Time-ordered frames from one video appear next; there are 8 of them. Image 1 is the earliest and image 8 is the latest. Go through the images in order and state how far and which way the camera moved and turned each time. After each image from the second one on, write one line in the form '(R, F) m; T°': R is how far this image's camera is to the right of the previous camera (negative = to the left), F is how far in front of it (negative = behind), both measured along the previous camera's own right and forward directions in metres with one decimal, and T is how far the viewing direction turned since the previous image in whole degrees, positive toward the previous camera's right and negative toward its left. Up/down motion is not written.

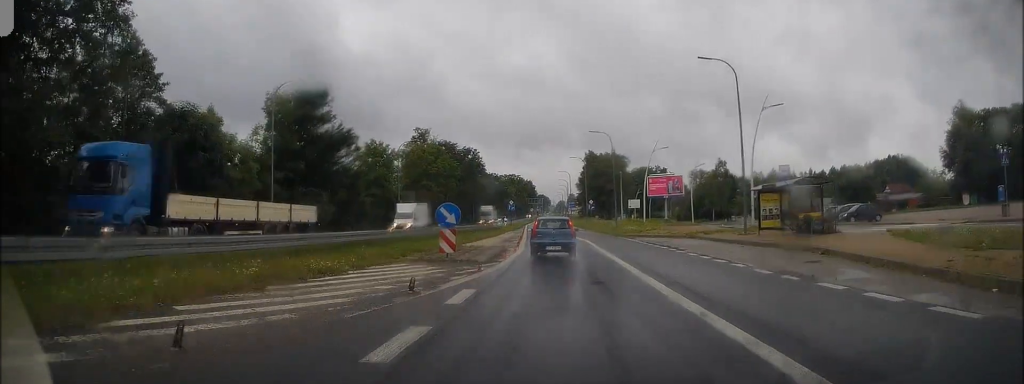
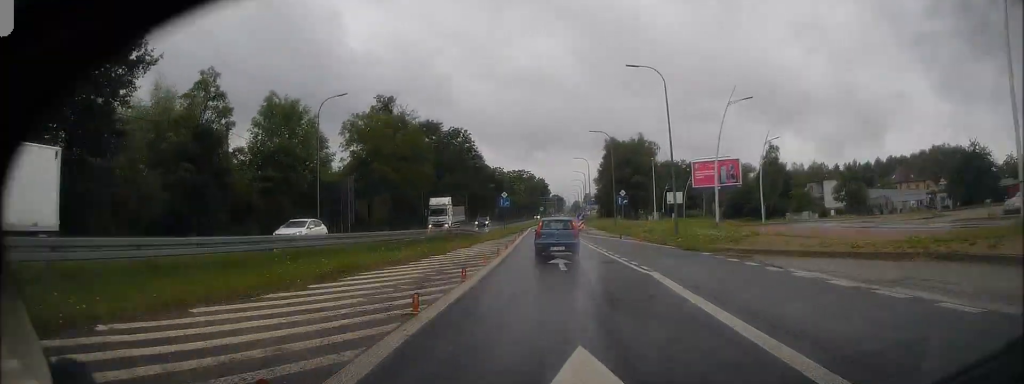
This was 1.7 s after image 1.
(-0.4, +25.9) m; -2°
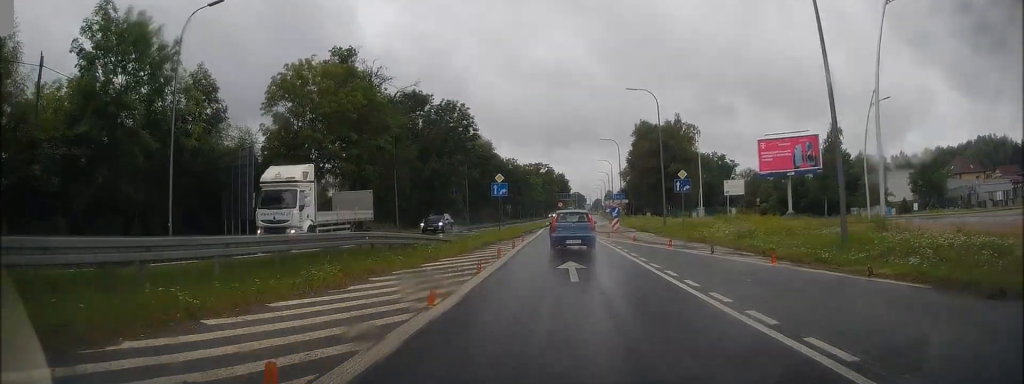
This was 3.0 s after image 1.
(-0.3, +19.0) m; -2°
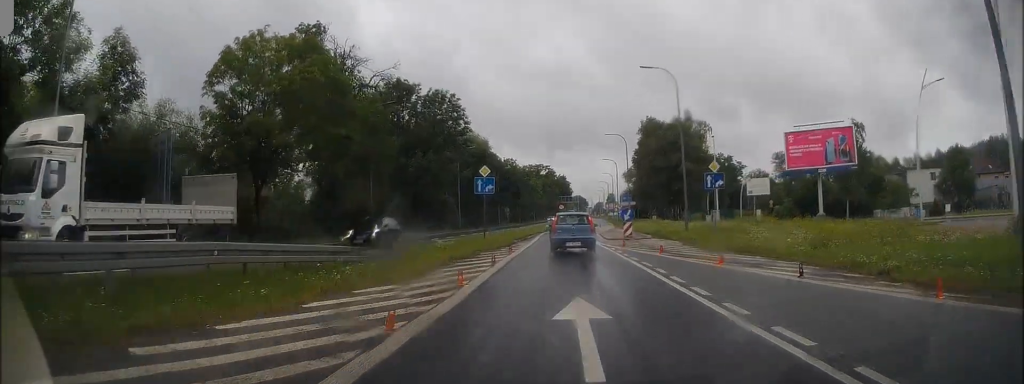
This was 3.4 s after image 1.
(-0.1, +7.2) m; 0°
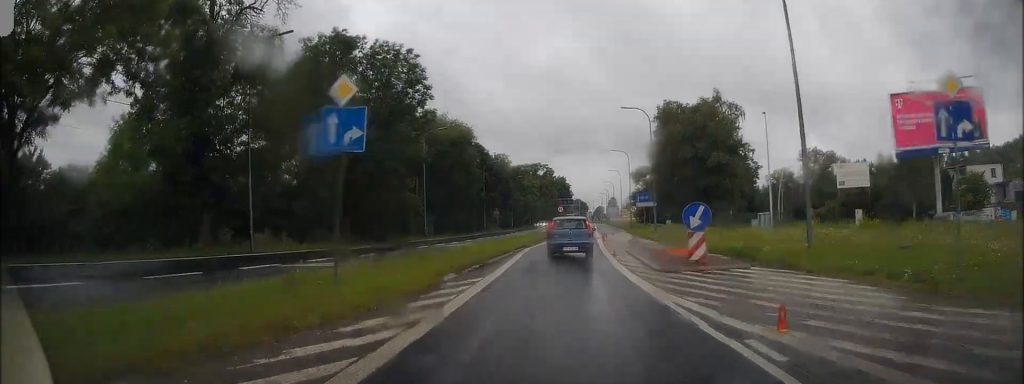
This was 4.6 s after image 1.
(+0.1, +18.1) m; 0°
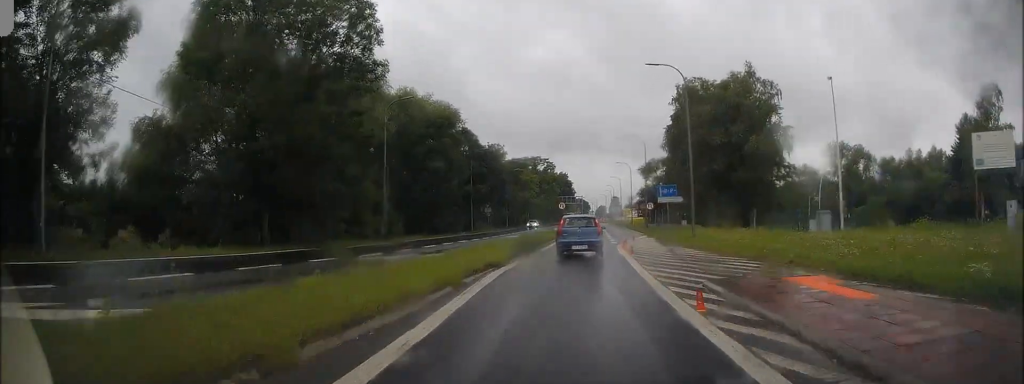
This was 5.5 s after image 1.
(0.0, +13.4) m; +1°
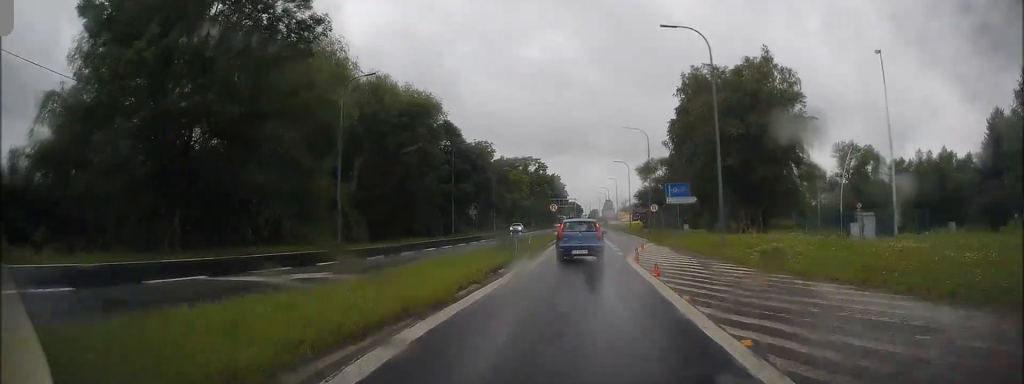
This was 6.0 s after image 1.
(0.0, +7.7) m; +1°
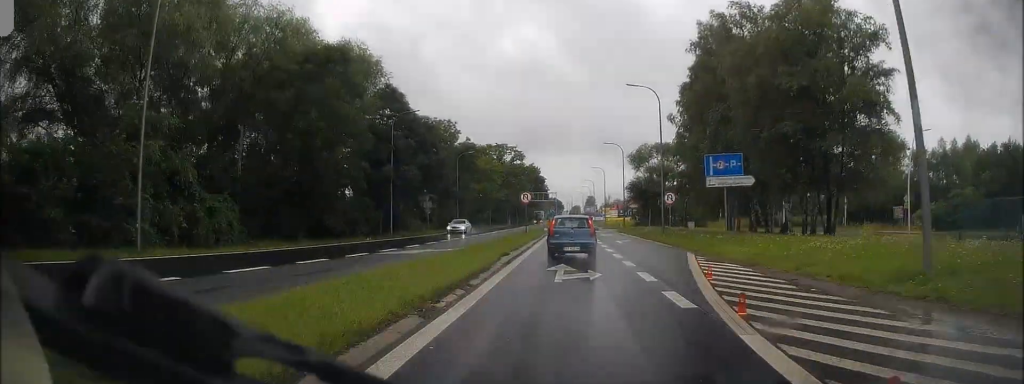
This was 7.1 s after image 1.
(+0.4, +16.7) m; +1°
